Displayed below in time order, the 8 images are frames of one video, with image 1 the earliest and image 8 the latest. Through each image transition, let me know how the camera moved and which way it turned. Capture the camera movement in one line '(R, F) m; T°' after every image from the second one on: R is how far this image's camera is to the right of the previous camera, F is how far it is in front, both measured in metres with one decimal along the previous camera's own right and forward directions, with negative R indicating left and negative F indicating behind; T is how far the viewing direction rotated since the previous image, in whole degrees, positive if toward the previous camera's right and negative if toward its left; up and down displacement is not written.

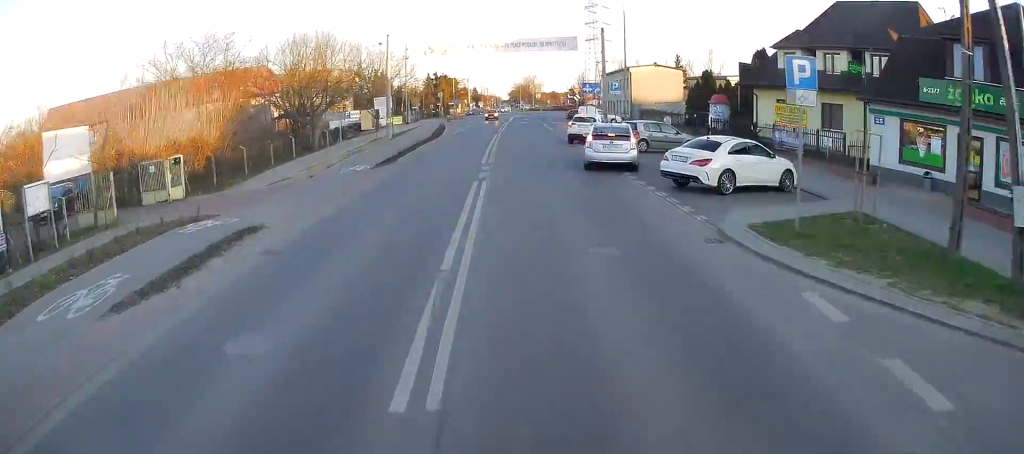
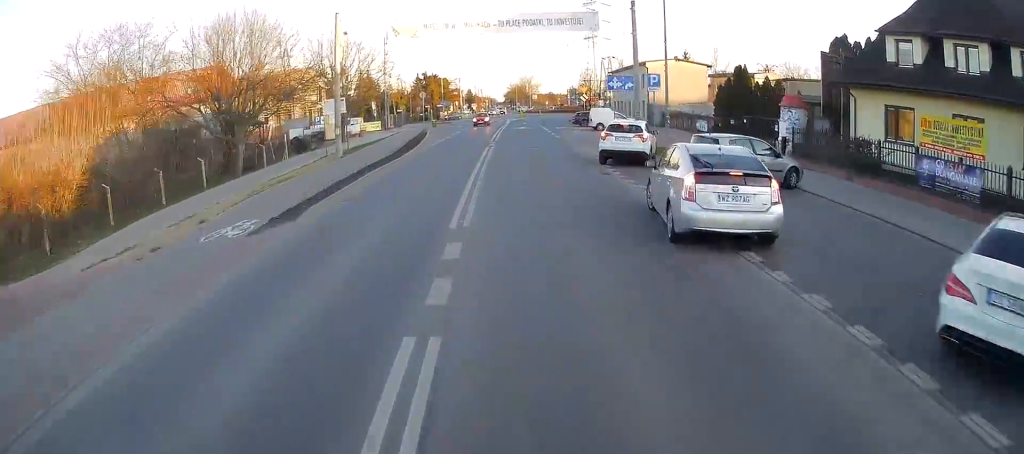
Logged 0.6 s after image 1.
(0.0, +11.9) m; 0°
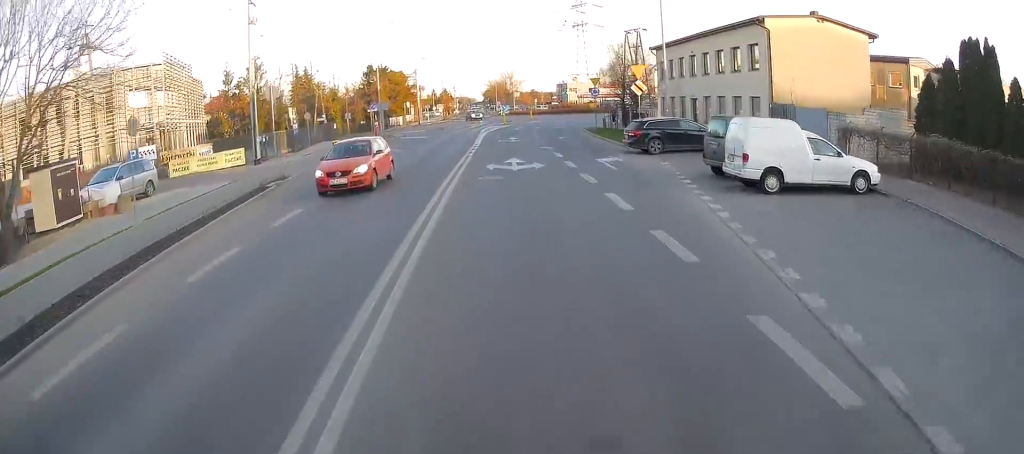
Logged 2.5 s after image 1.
(0.0, +35.5) m; +2°
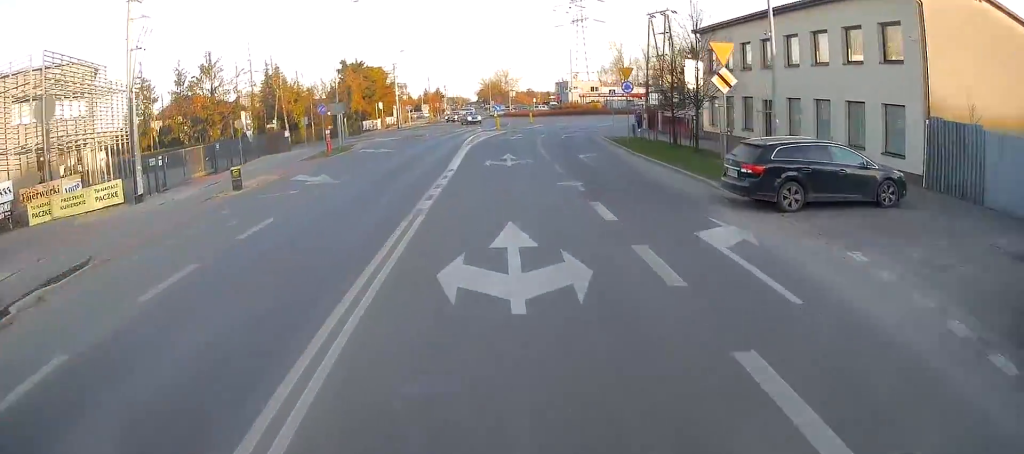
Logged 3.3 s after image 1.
(+0.4, +14.2) m; +1°
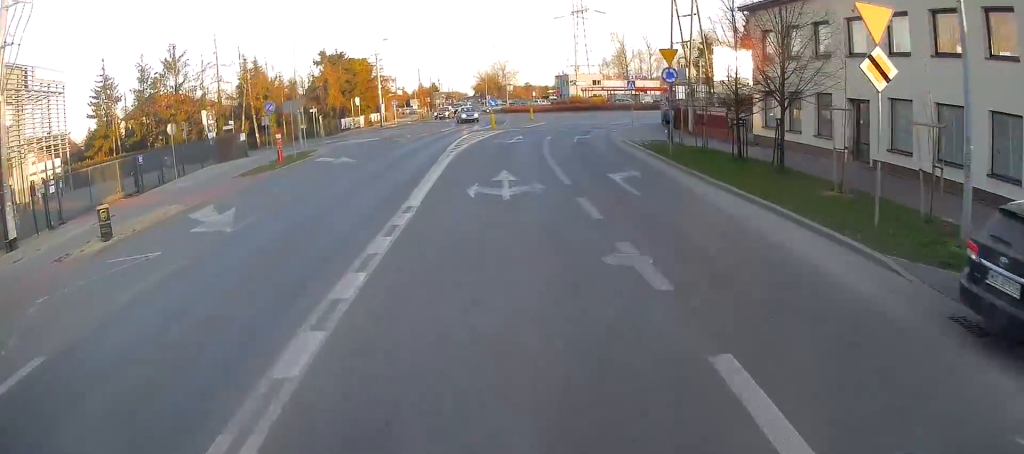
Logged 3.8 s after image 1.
(-0.1, +9.1) m; 0°
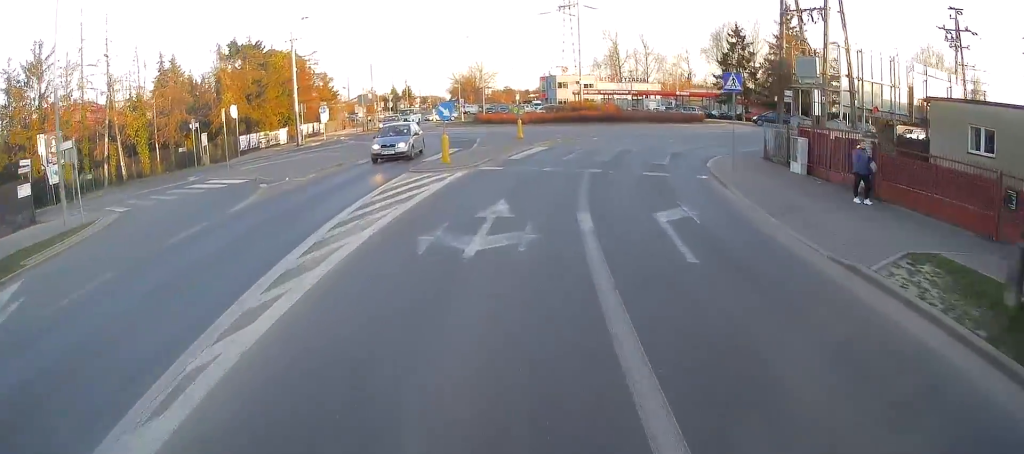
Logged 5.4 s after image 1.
(0.0, +24.7) m; +2°
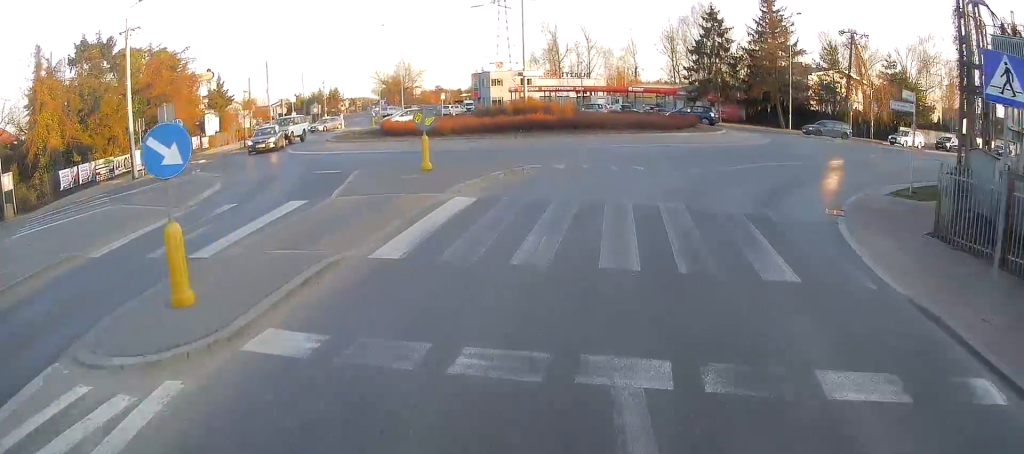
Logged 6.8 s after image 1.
(+0.7, +18.2) m; +4°
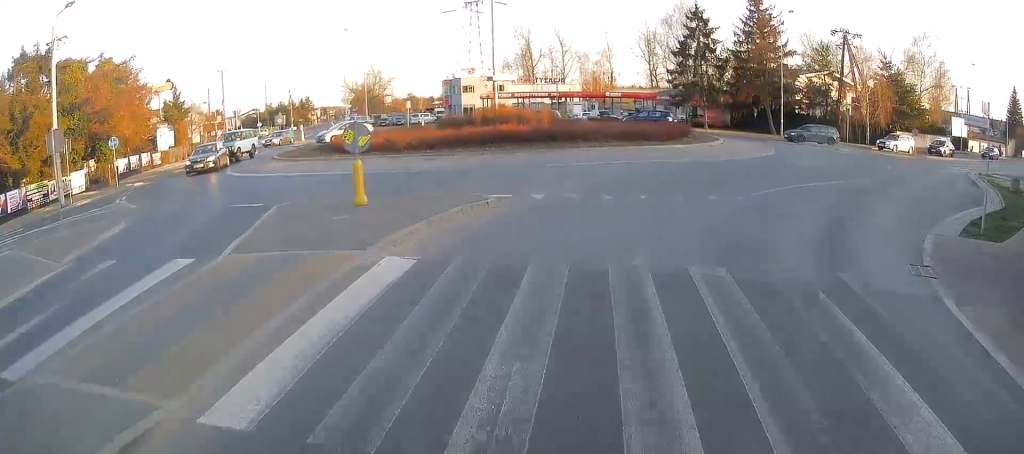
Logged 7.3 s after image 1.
(0.0, +6.4) m; +2°
